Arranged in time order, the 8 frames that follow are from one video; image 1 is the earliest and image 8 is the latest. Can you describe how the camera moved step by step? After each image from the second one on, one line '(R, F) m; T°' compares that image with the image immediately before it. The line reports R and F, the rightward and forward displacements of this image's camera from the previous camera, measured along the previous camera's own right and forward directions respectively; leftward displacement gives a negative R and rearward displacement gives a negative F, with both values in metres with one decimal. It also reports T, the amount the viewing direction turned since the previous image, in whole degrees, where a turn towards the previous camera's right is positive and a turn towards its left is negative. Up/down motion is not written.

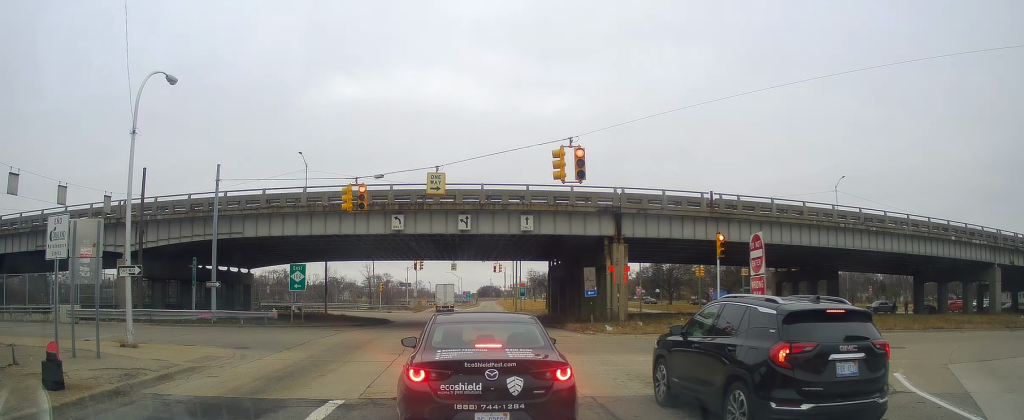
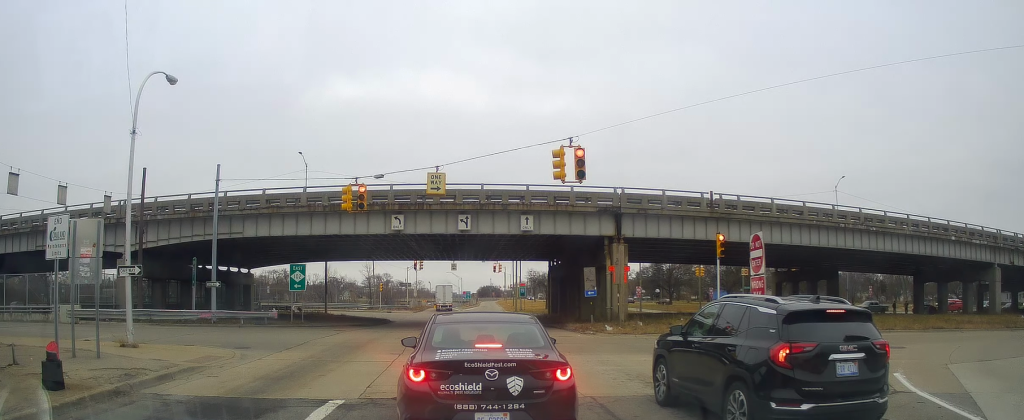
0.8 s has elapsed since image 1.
(0.0, 0.0) m; 0°
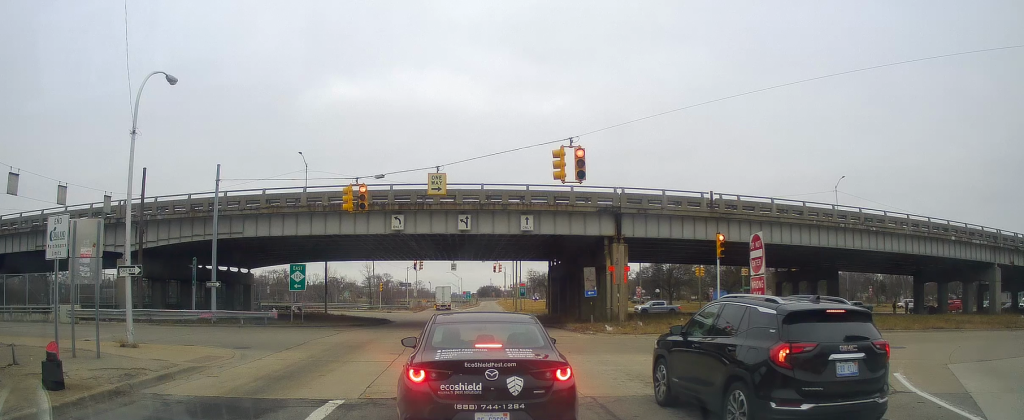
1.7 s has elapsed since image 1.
(0.0, 0.0) m; 0°
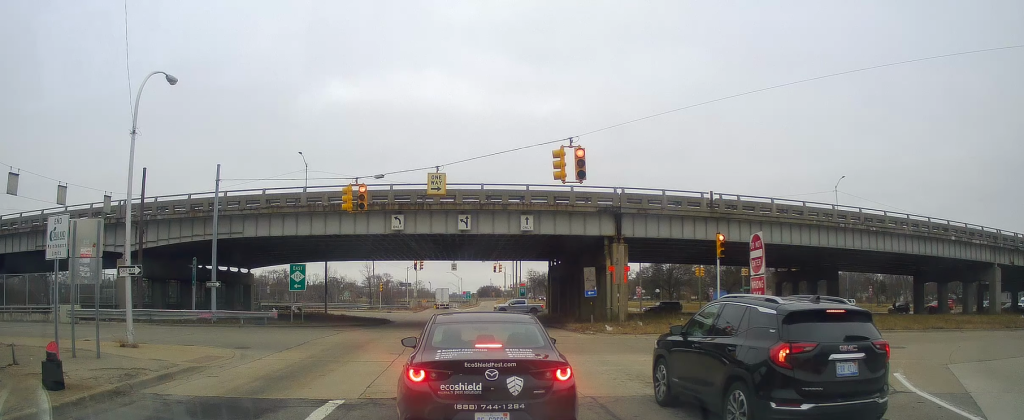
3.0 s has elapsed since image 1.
(0.0, 0.0) m; 0°
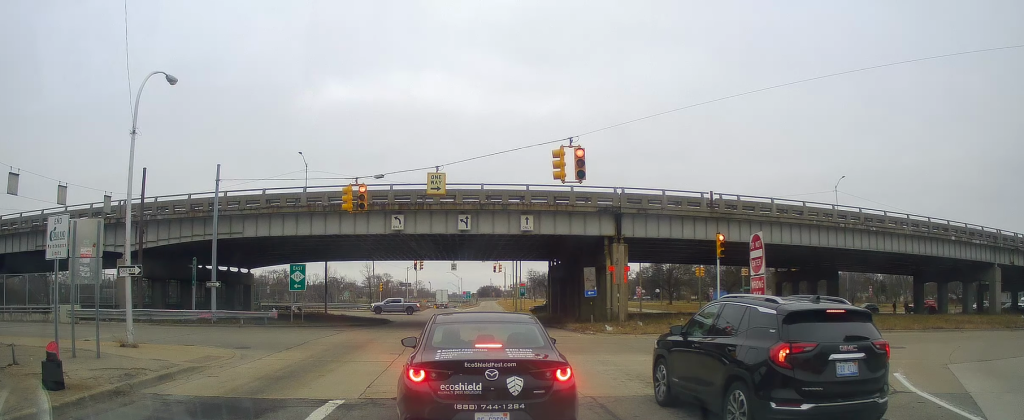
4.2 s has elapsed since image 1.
(0.0, 0.0) m; 0°
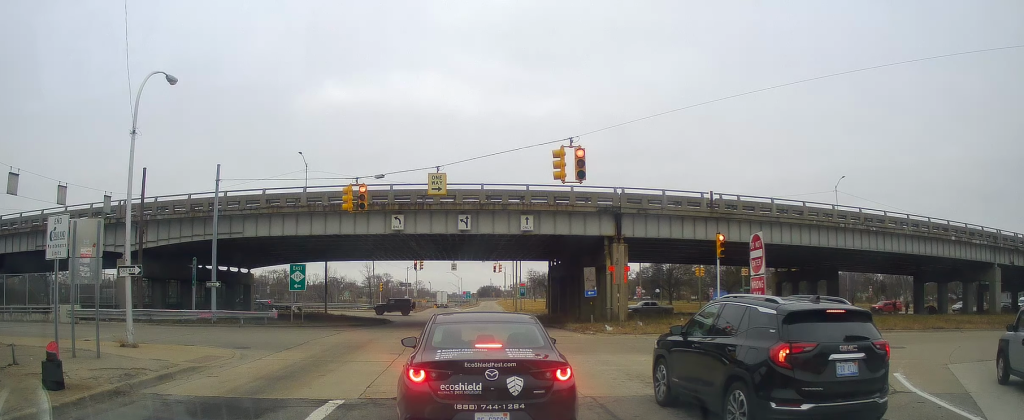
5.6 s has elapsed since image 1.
(0.0, 0.0) m; 0°
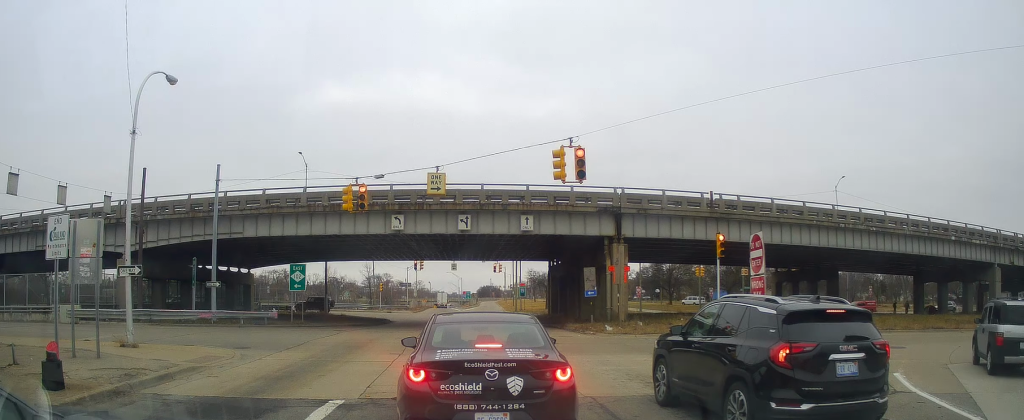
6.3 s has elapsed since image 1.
(0.0, 0.0) m; 0°
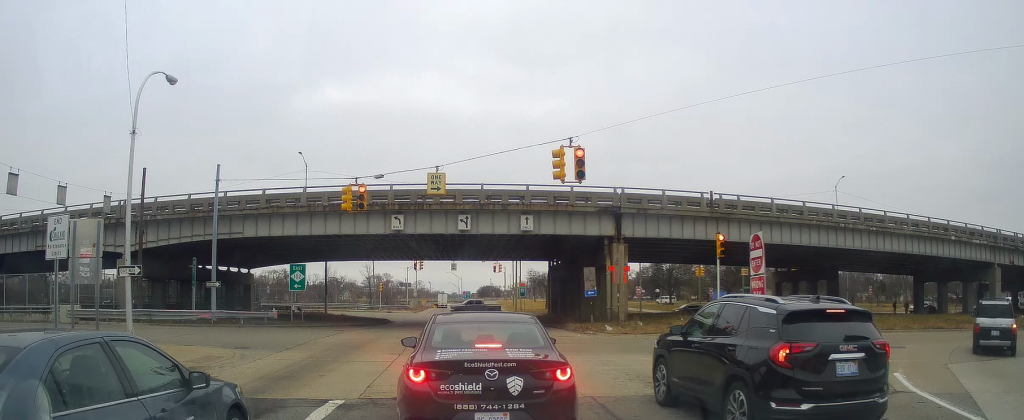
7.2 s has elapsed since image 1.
(0.0, 0.0) m; 0°
